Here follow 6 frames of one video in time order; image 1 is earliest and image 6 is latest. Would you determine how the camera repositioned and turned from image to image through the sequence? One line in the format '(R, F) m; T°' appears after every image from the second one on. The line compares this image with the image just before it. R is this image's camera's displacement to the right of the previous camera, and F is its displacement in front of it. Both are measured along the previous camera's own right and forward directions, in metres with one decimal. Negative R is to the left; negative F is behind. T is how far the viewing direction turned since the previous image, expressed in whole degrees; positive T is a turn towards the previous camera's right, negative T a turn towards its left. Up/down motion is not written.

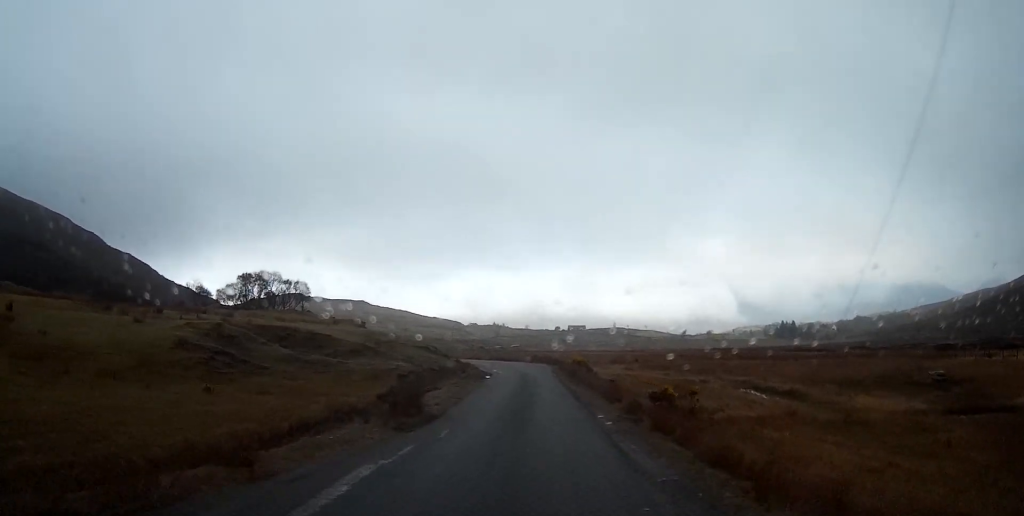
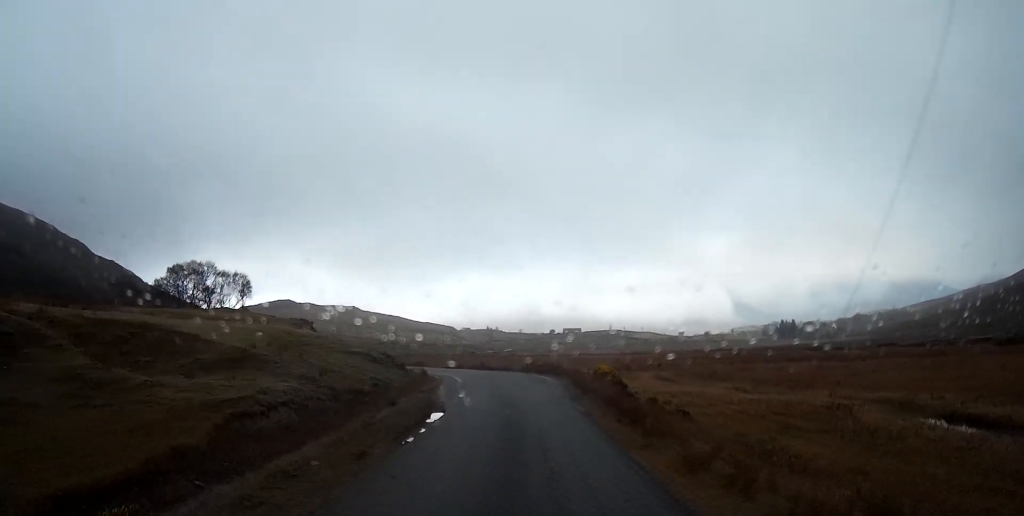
(0.0, +19.9) m; -1°
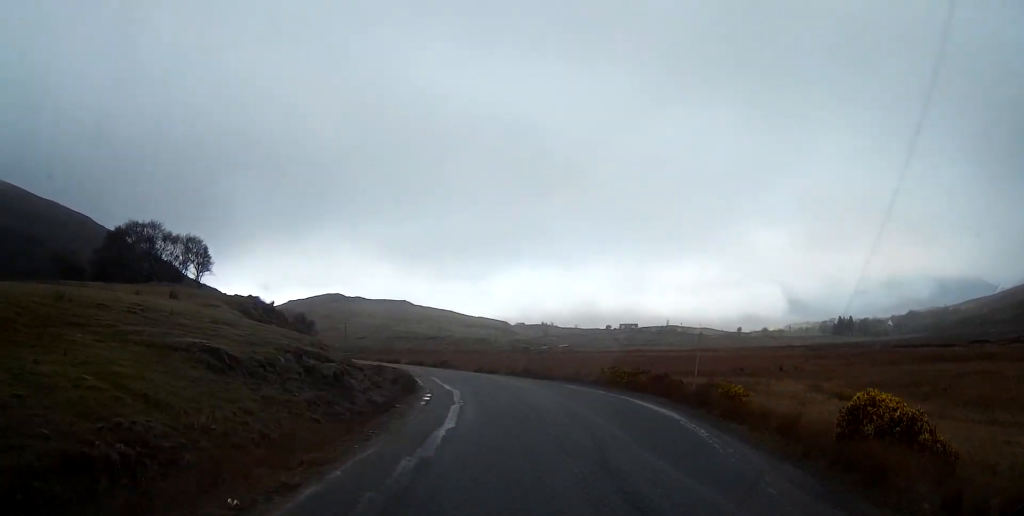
(-0.7, +23.6) m; -5°
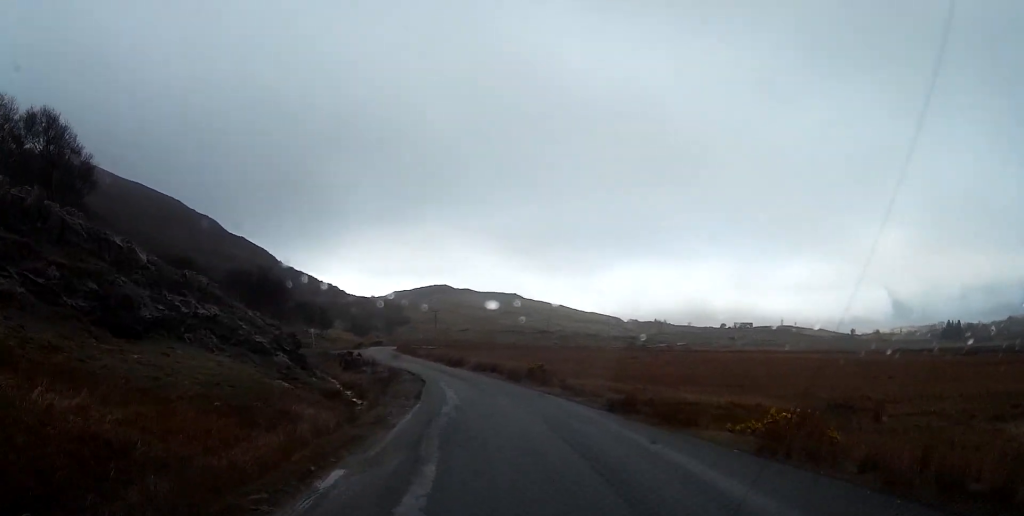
(-3.0, +31.4) m; -10°
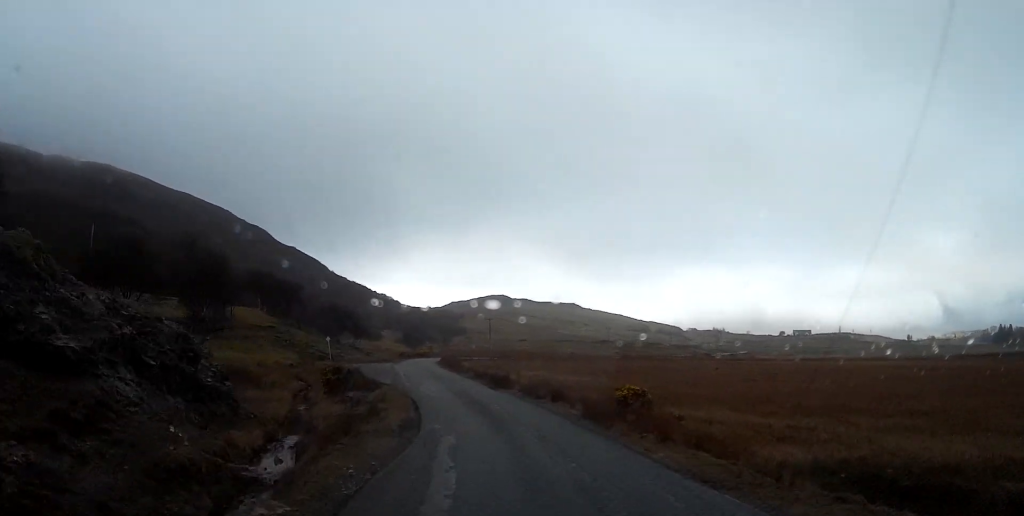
(-0.2, +13.0) m; -4°
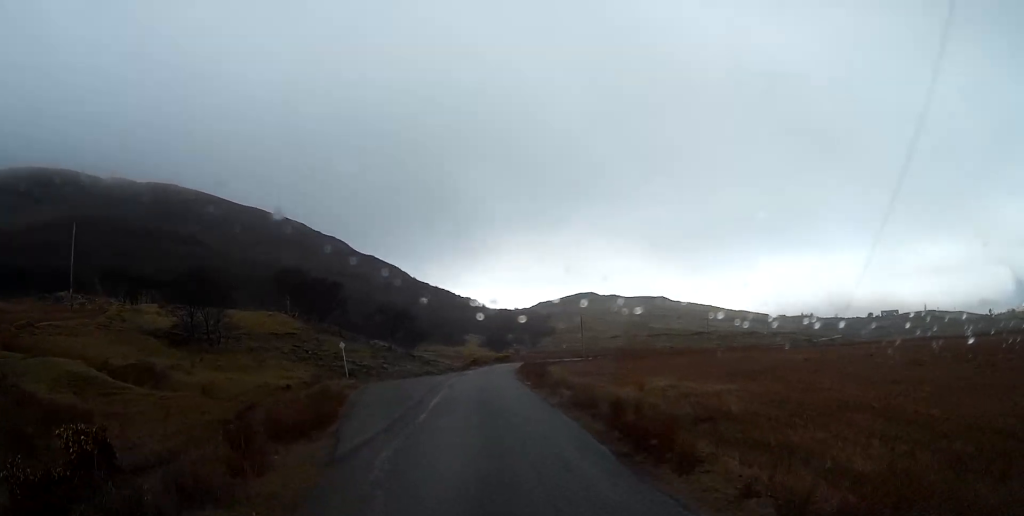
(-1.1, +18.9) m; -6°
